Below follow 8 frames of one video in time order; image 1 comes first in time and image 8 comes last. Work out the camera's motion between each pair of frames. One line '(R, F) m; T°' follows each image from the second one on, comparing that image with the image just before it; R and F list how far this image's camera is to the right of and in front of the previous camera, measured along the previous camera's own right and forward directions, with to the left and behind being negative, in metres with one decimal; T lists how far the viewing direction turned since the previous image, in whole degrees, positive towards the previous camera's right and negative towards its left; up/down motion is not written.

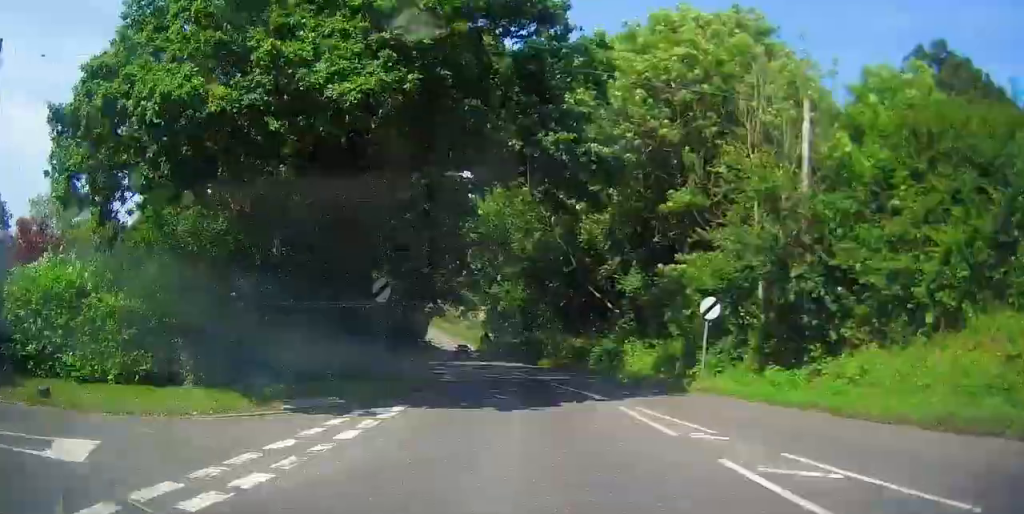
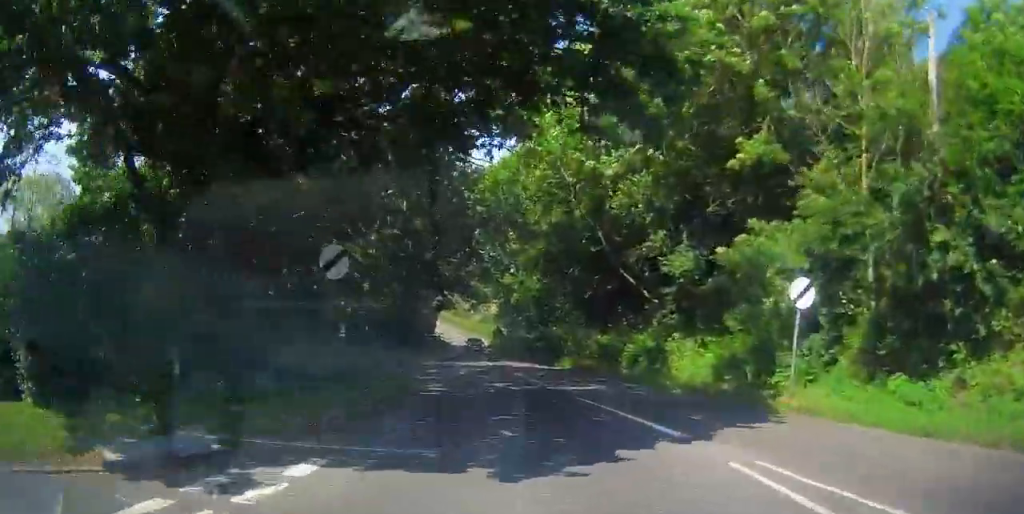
(0.0, +5.5) m; -1°
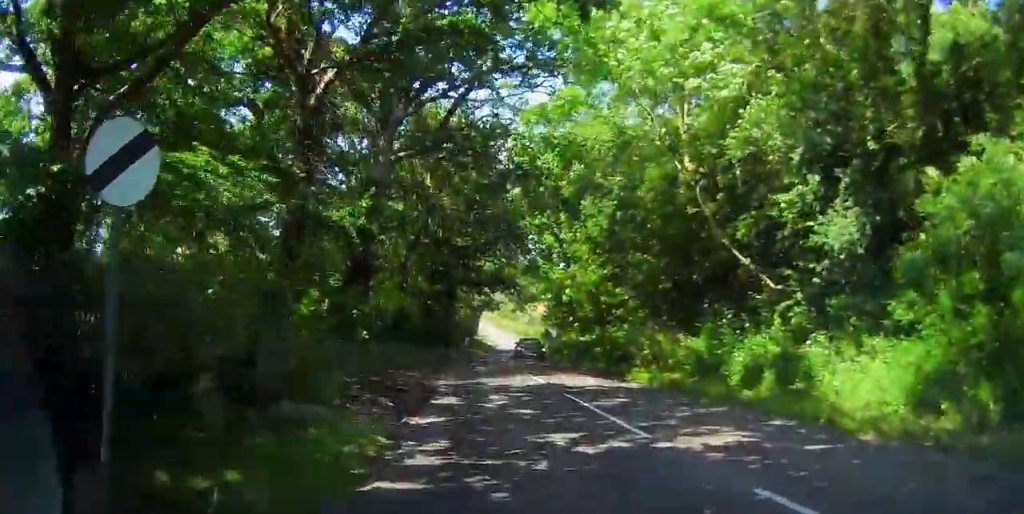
(-0.2, +7.8) m; -2°
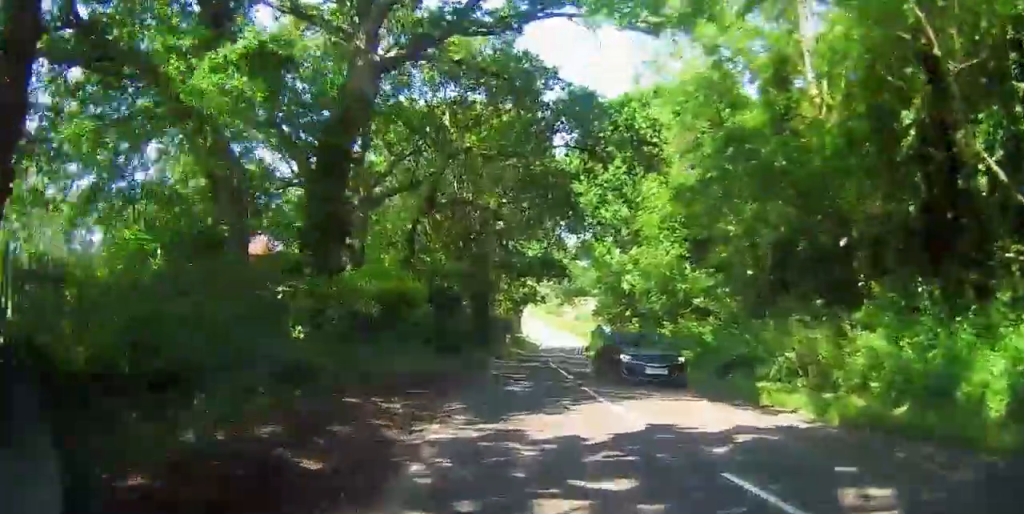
(-0.1, +9.1) m; 0°
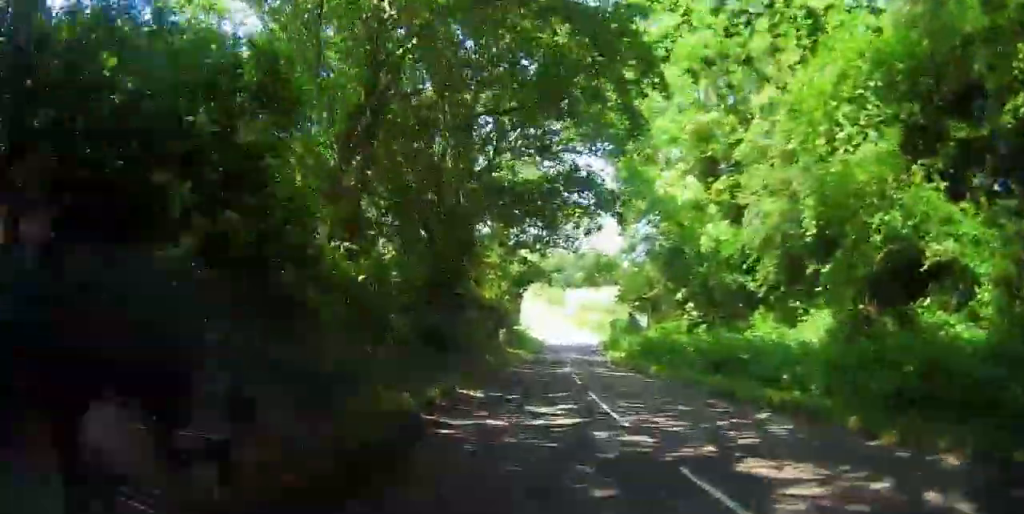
(0.0, +20.0) m; 0°
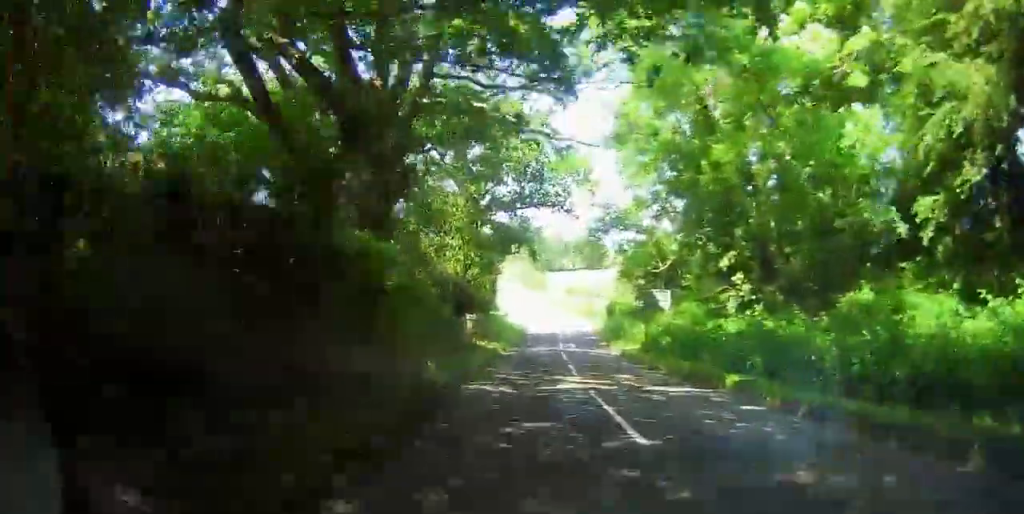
(0.0, +11.9) m; 0°
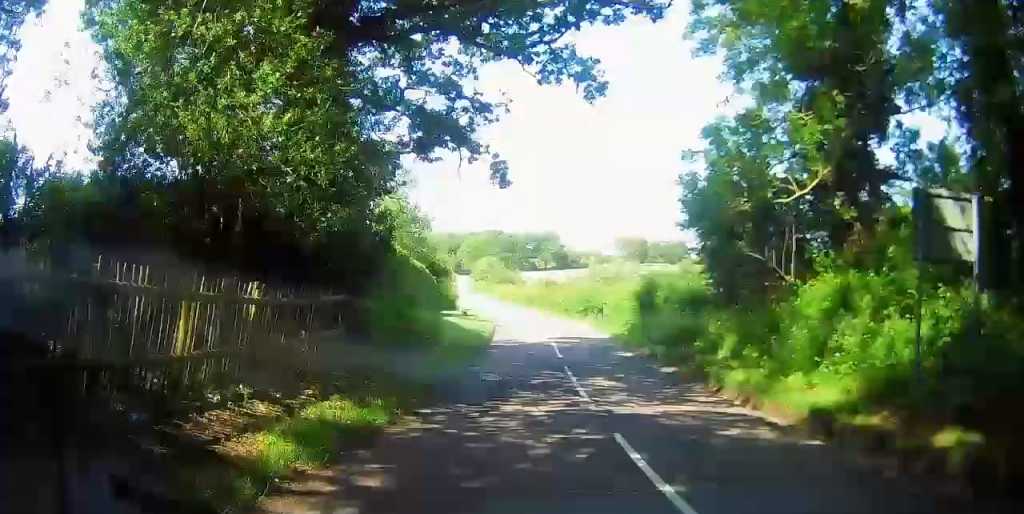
(-0.5, +22.1) m; -3°
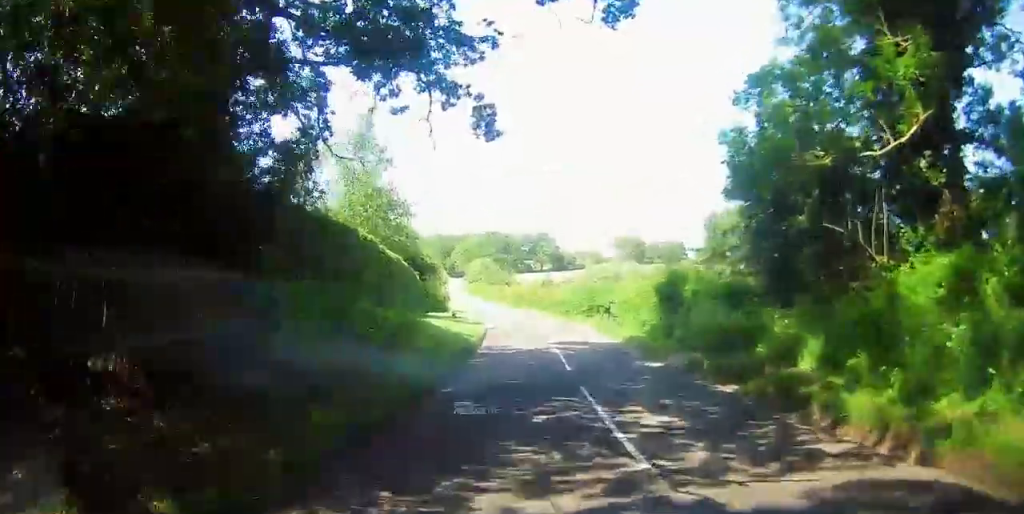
(0.0, +5.1) m; 0°
